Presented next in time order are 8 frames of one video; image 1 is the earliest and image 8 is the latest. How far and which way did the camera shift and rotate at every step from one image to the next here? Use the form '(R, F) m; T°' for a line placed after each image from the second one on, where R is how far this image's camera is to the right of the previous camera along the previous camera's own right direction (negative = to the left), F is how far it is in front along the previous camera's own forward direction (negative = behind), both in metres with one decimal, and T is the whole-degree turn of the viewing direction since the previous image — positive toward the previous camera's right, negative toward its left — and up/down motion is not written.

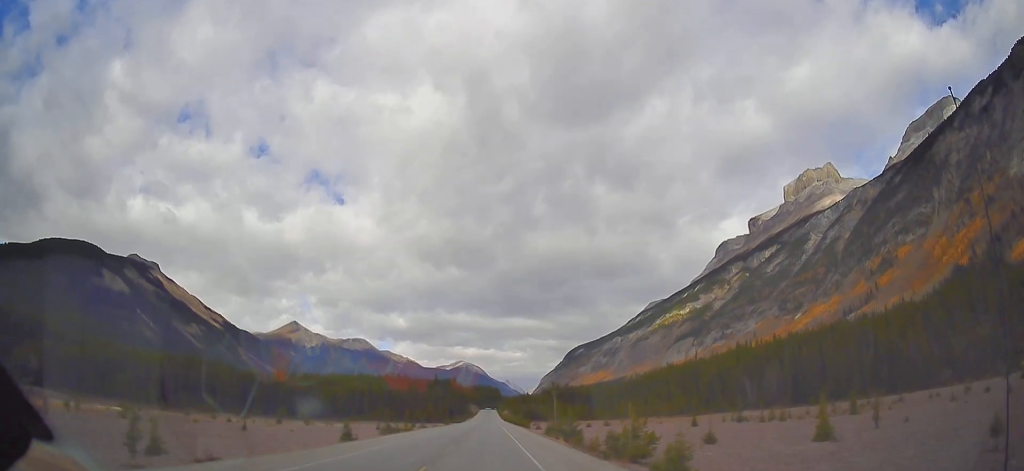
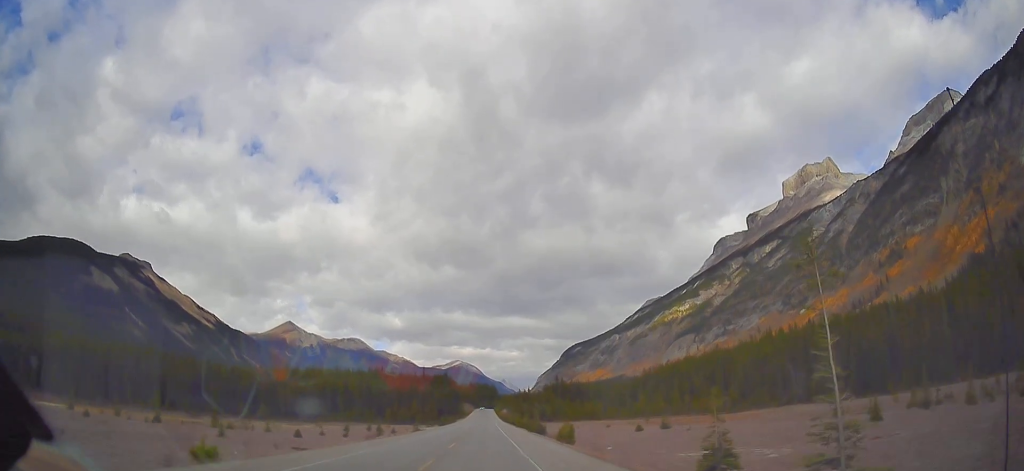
(+0.3, +48.1) m; +1°
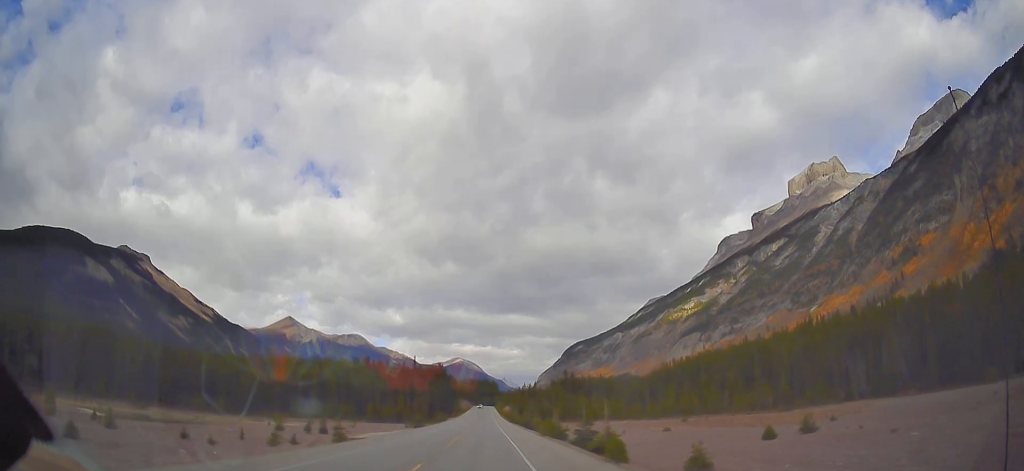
(-0.4, +41.5) m; -1°
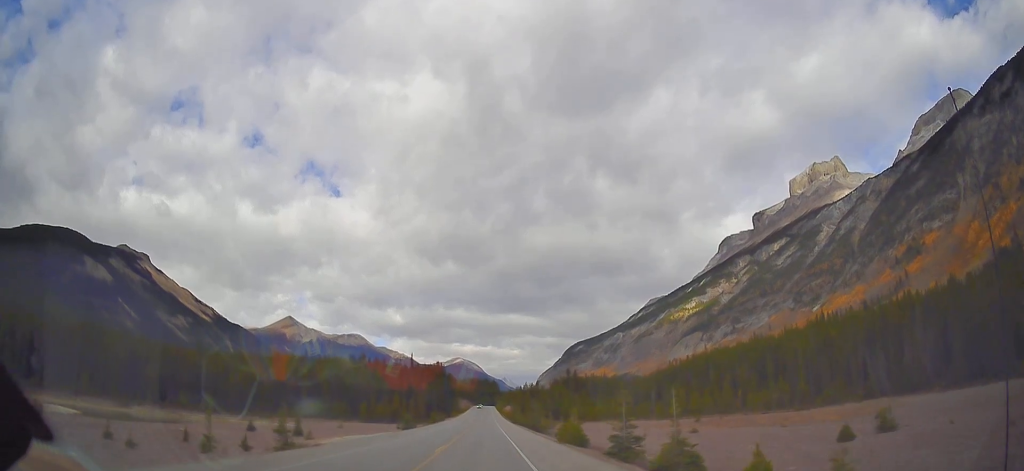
(+0.1, +11.2) m; 0°
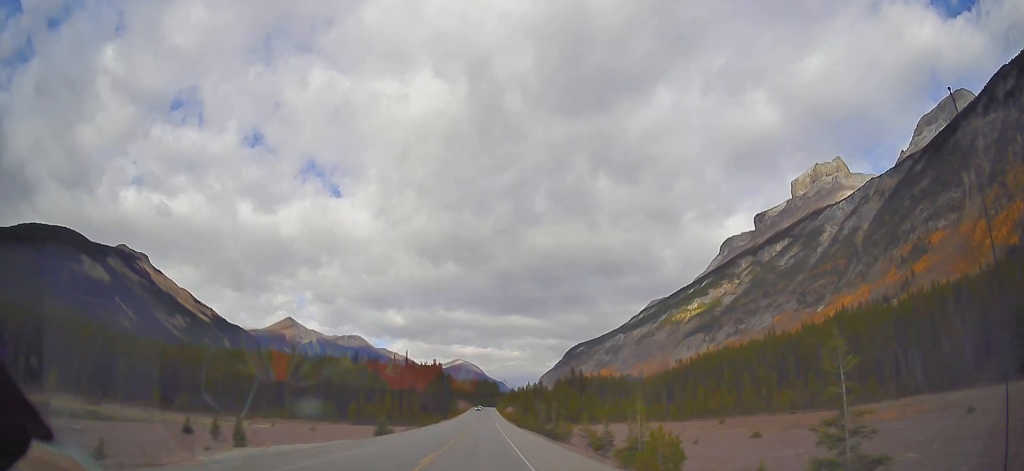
(+0.1, +18.0) m; 0°
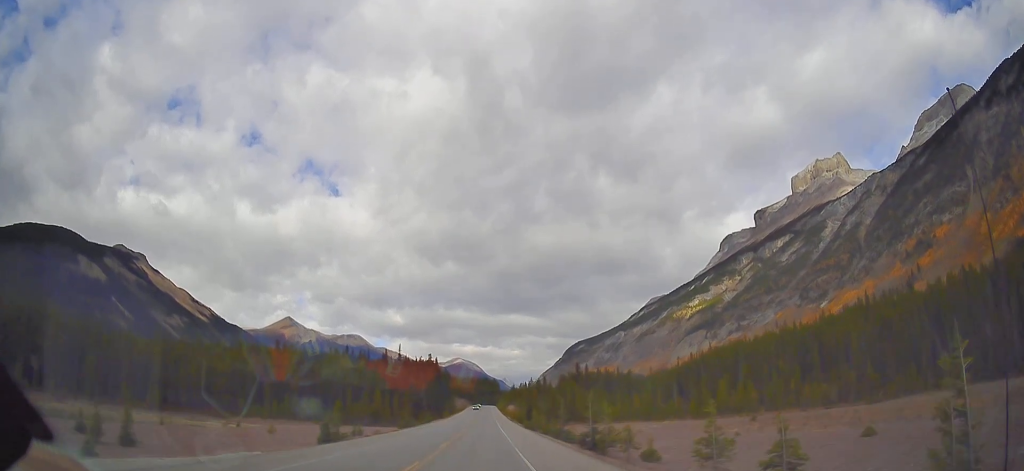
(0.0, +18.1) m; 0°
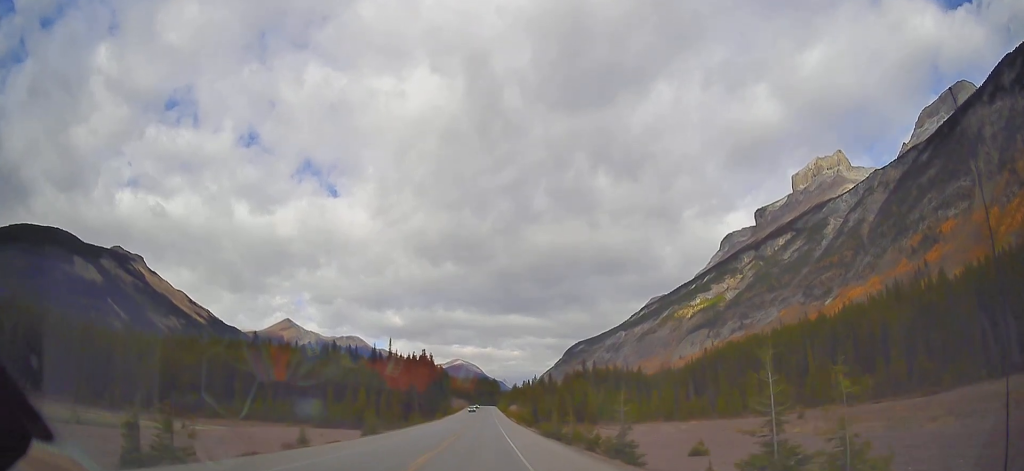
(0.0, +22.4) m; 0°
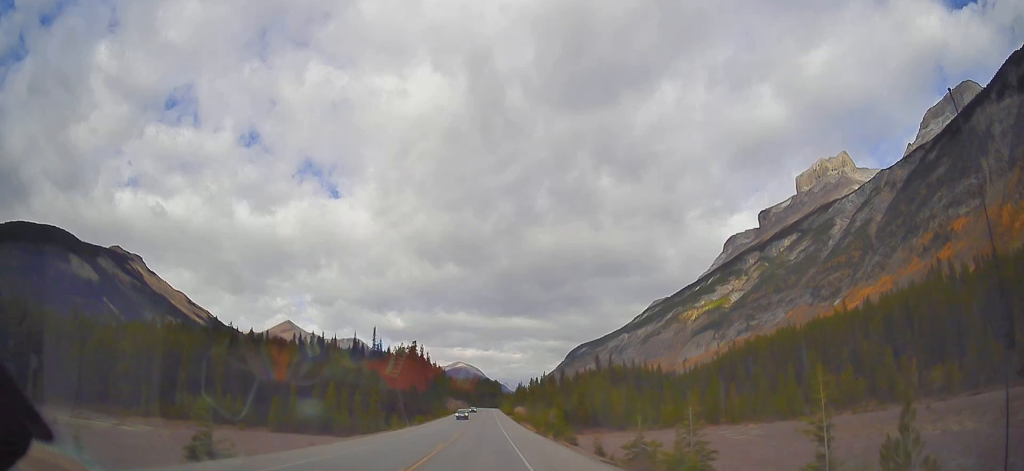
(-0.3, +31.9) m; 0°
